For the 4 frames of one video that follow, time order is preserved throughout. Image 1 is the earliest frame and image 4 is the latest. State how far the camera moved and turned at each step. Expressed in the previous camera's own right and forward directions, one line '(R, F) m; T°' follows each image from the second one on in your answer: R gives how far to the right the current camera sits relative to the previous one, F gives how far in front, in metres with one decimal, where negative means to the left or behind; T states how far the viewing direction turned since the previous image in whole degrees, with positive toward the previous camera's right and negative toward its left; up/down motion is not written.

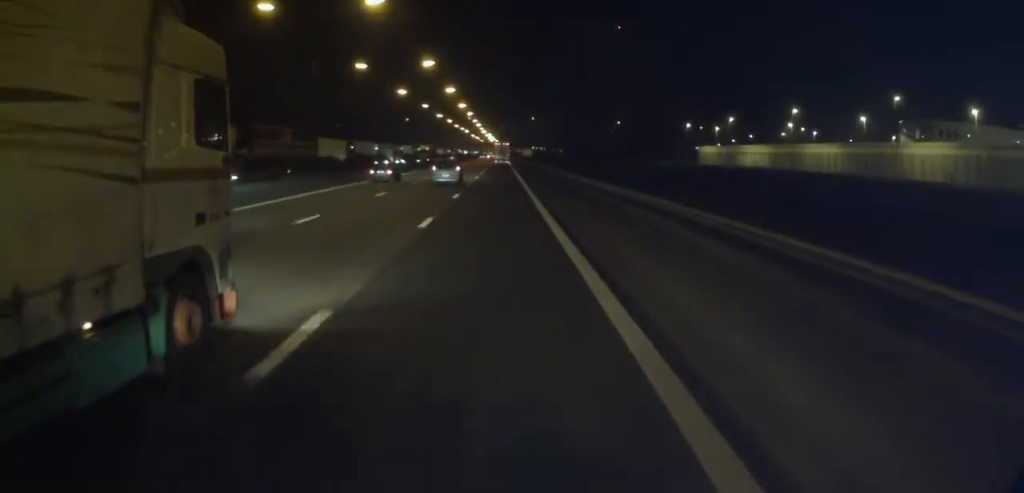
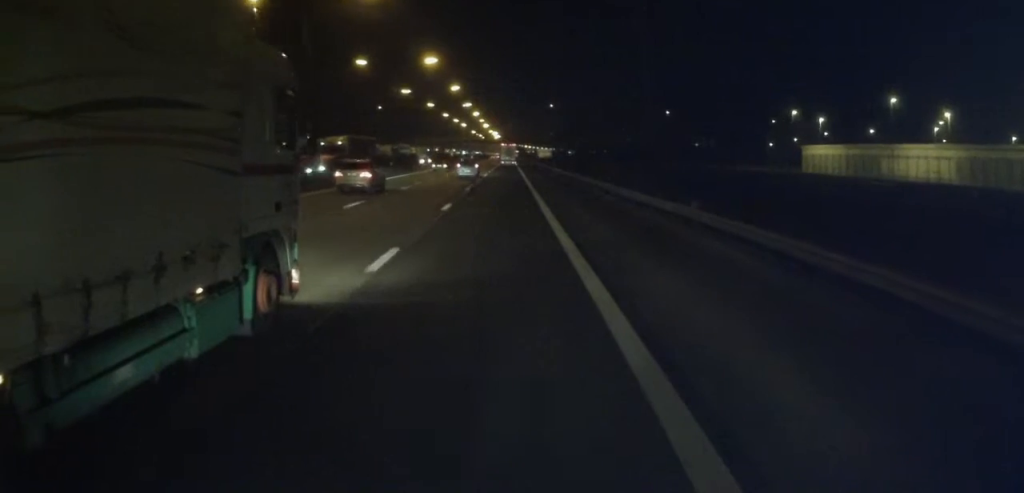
(+1.0, +69.4) m; +2°
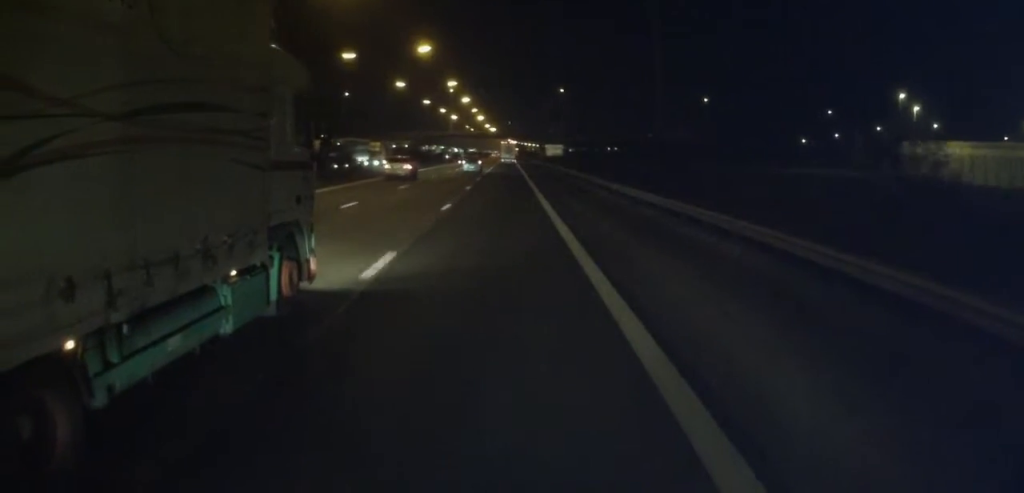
(-0.2, +38.6) m; -2°
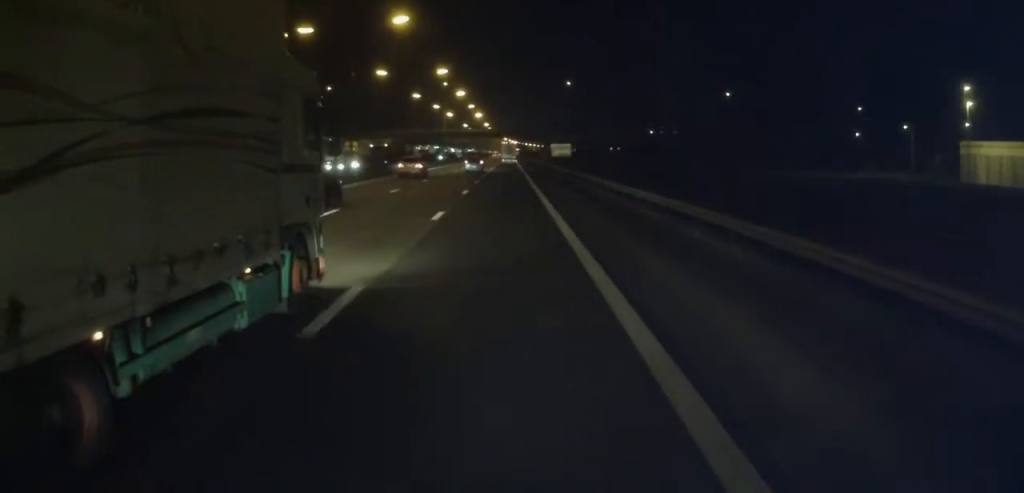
(-0.2, +15.8) m; 0°
